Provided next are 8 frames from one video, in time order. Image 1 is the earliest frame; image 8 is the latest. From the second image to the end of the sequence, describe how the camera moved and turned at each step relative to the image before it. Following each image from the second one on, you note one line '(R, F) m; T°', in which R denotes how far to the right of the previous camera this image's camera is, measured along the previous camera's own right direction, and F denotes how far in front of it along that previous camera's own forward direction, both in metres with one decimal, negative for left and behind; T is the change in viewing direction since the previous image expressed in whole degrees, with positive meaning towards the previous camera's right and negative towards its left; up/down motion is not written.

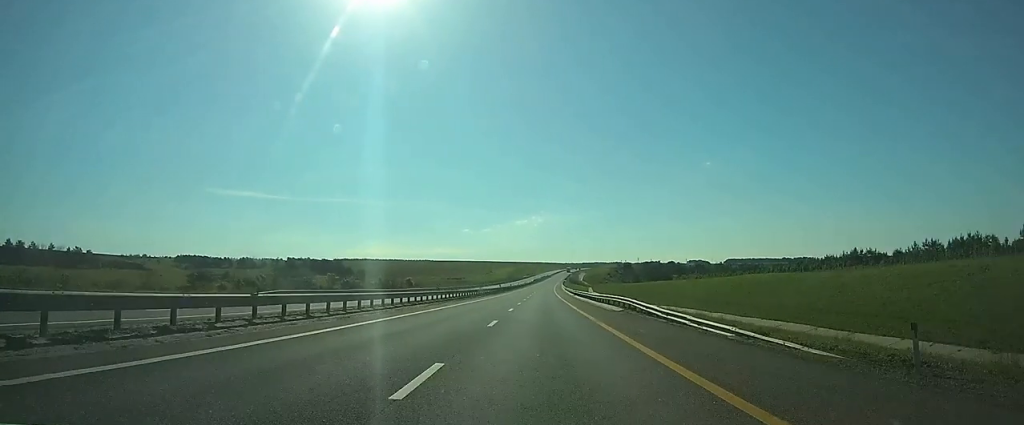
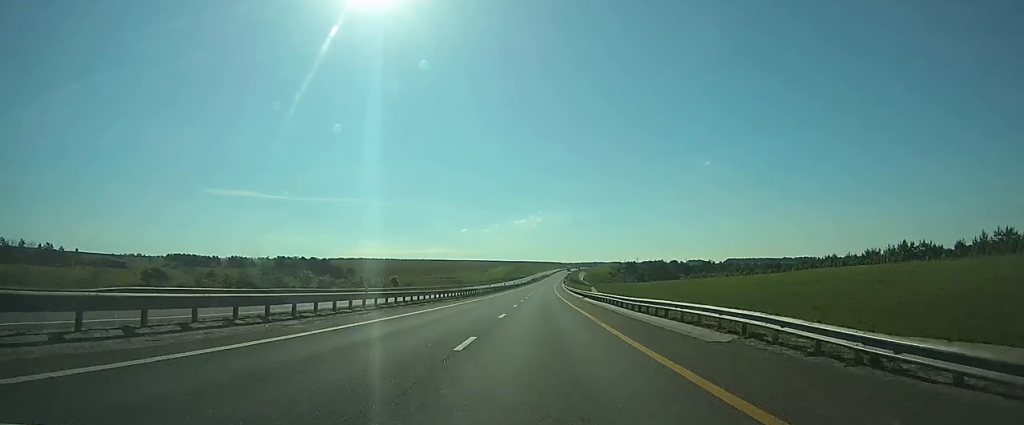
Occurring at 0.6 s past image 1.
(+0.1, +18.6) m; 0°
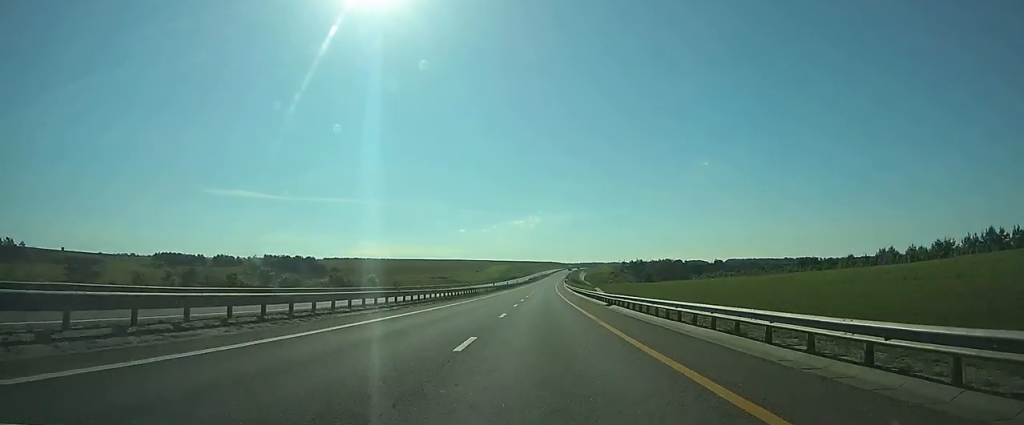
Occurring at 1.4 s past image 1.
(0.0, +23.7) m; 0°
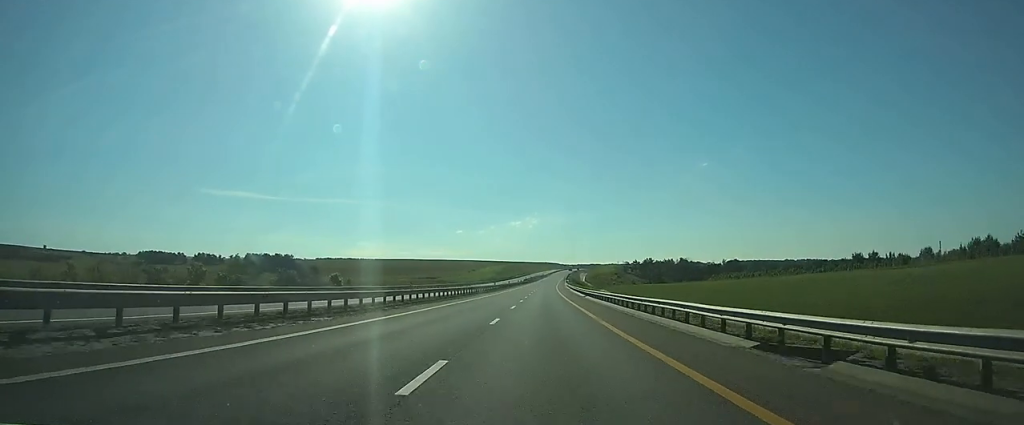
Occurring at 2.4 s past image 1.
(+0.3, +27.9) m; +1°
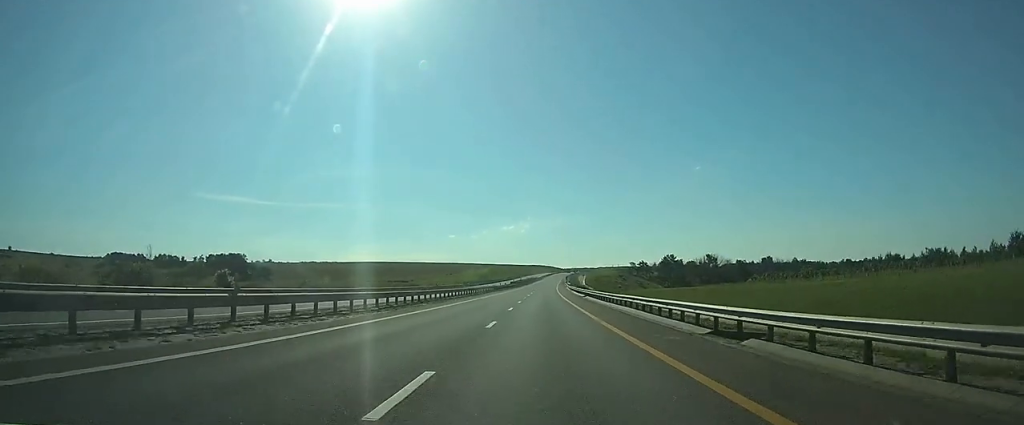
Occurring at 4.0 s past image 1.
(+0.1, +48.4) m; 0°
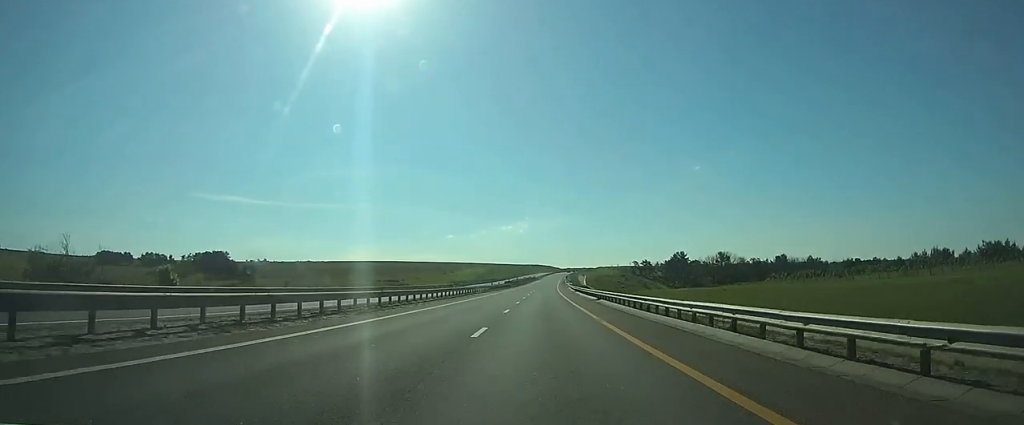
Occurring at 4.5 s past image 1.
(0.0, +15.2) m; 0°
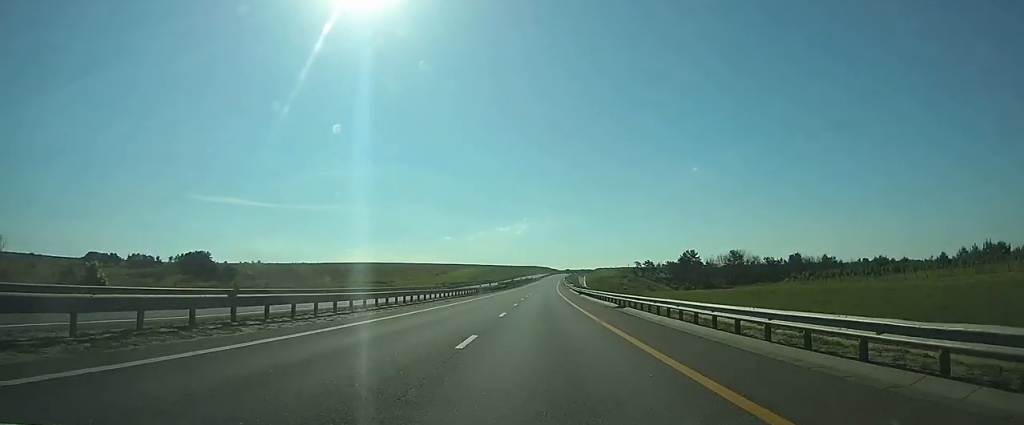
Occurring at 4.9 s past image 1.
(+0.1, +14.2) m; 0°
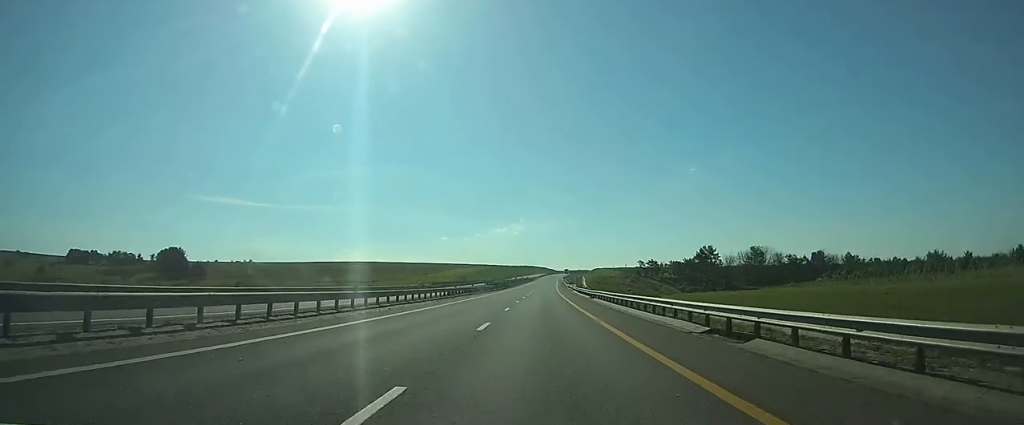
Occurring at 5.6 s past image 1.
(0.0, +19.3) m; 0°
